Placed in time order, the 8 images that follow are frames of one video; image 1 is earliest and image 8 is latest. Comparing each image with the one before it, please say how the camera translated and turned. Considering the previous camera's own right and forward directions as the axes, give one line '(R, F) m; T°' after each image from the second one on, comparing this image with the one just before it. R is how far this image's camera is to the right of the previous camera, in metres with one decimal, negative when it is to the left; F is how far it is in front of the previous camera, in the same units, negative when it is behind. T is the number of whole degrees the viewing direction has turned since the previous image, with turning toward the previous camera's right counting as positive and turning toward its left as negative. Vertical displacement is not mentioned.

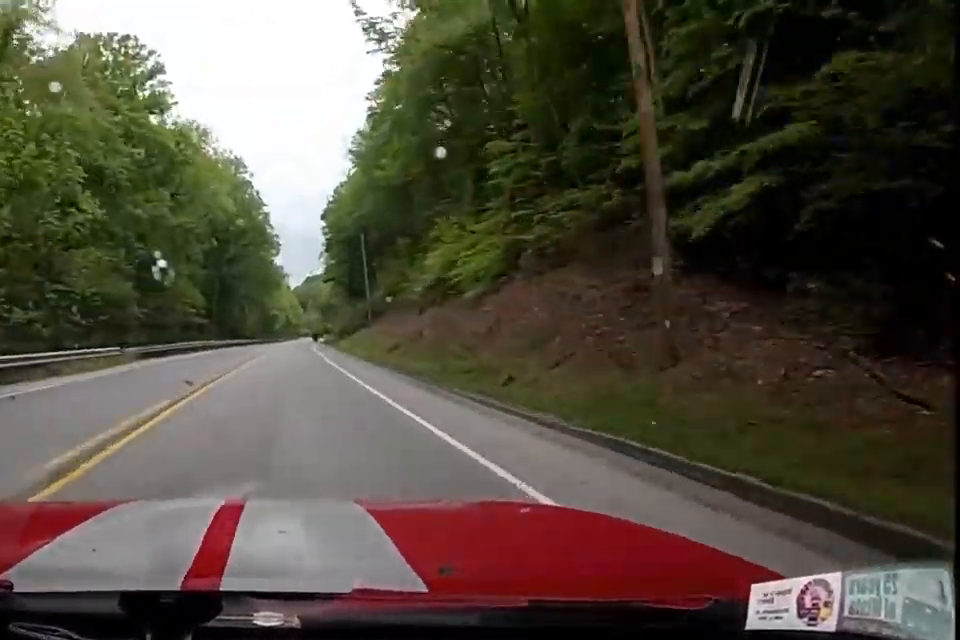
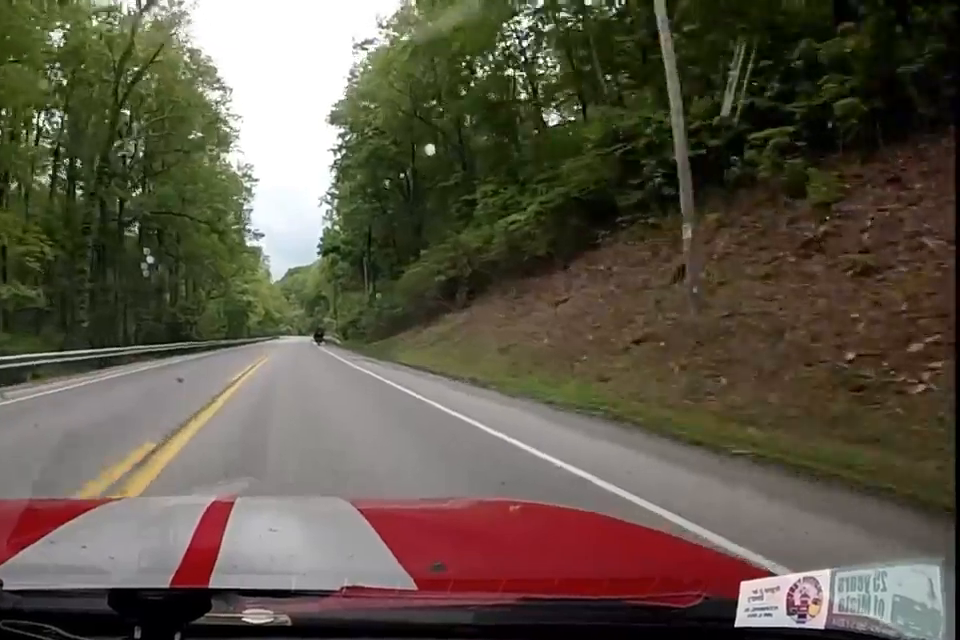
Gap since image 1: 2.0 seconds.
(+0.5, +49.4) m; +2°
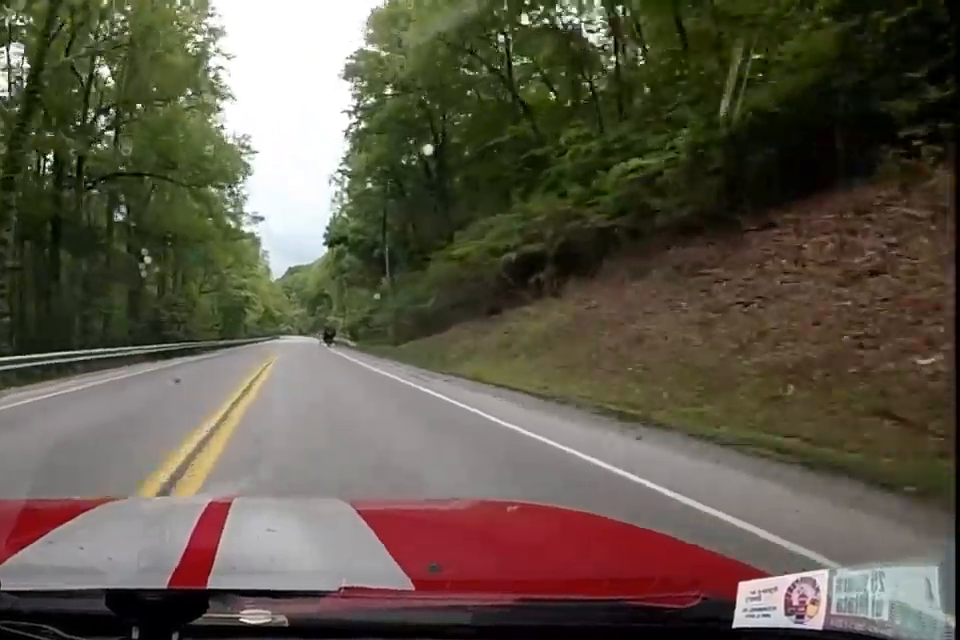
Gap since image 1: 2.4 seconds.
(-0.1, +10.8) m; +1°
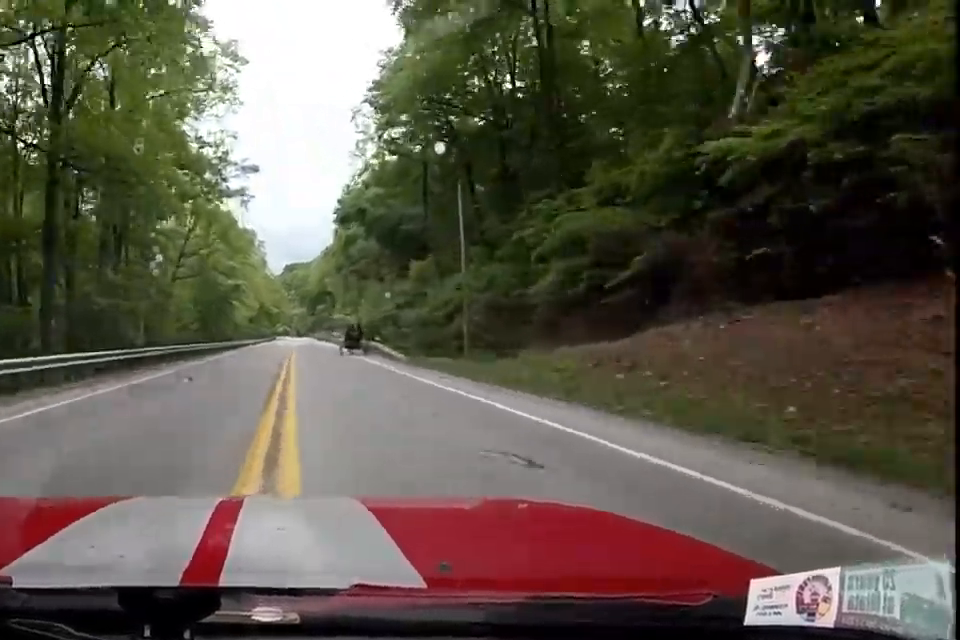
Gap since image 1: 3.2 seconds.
(+0.4, +20.5) m; +2°
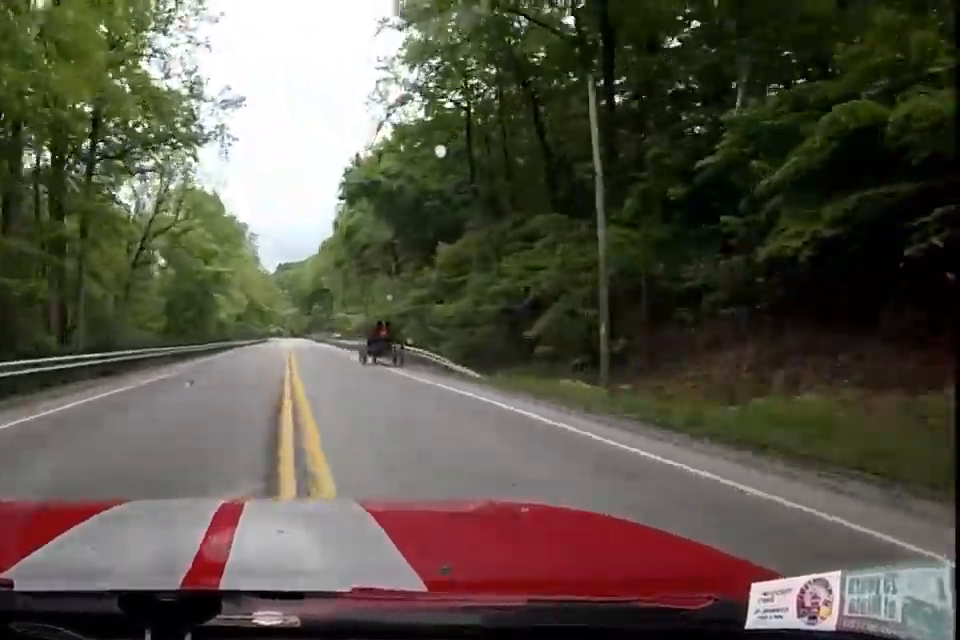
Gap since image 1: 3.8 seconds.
(+0.3, +13.9) m; +1°
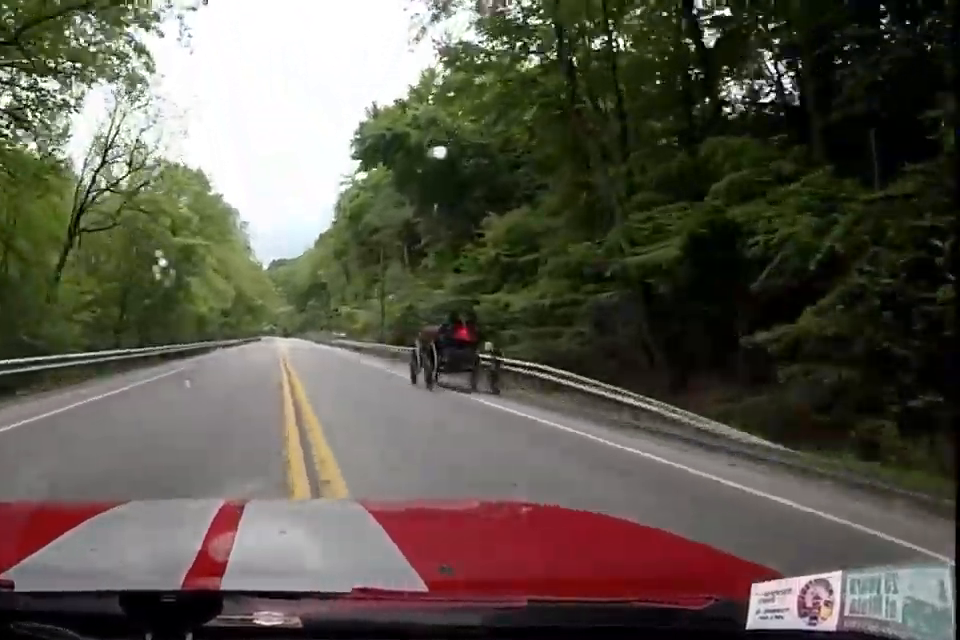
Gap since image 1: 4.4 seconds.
(0.0, +13.9) m; 0°
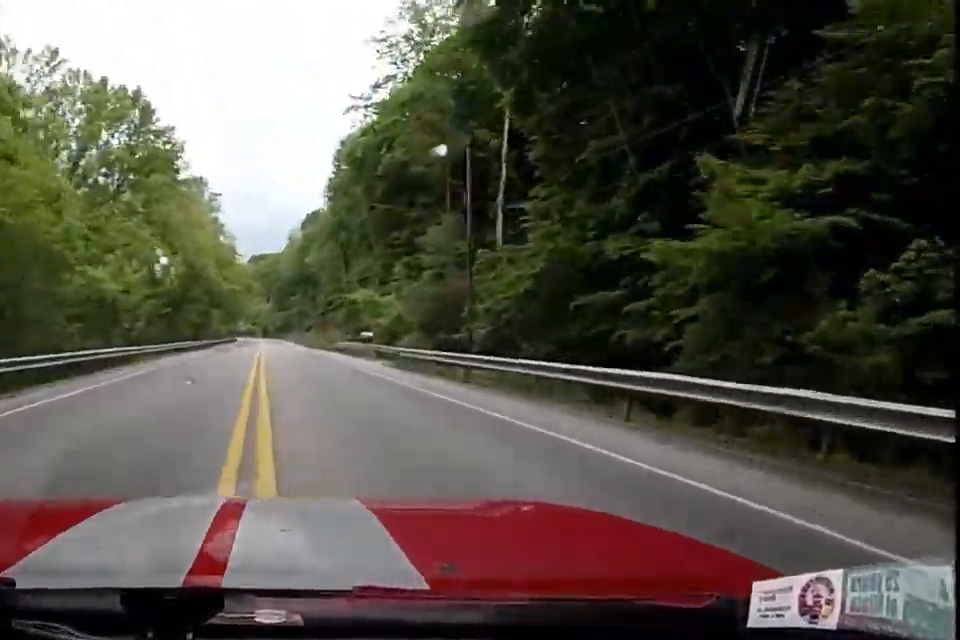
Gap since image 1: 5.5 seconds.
(-0.2, +28.7) m; -1°
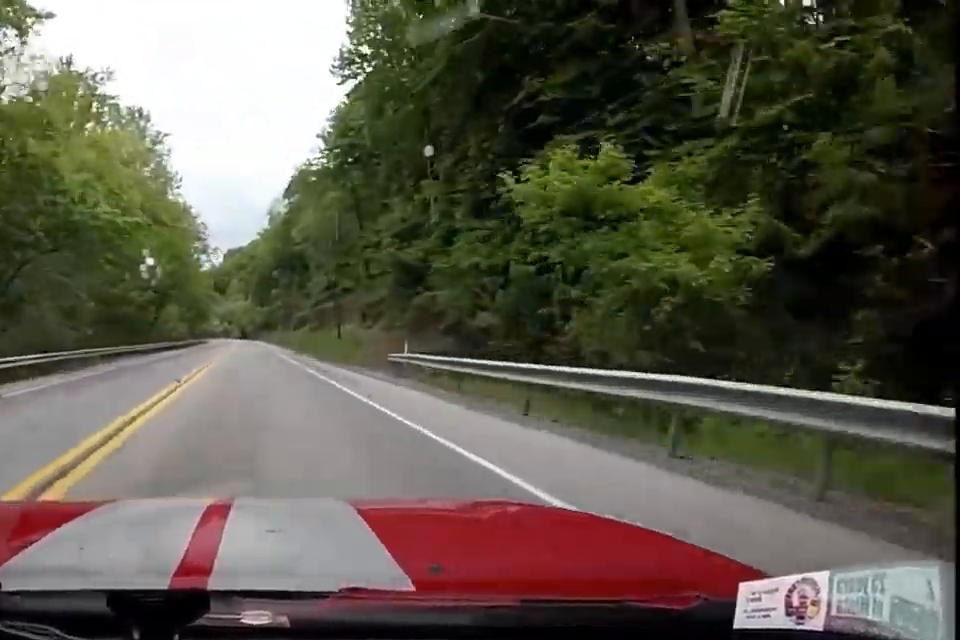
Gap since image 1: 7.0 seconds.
(-0.1, +35.1) m; -1°
